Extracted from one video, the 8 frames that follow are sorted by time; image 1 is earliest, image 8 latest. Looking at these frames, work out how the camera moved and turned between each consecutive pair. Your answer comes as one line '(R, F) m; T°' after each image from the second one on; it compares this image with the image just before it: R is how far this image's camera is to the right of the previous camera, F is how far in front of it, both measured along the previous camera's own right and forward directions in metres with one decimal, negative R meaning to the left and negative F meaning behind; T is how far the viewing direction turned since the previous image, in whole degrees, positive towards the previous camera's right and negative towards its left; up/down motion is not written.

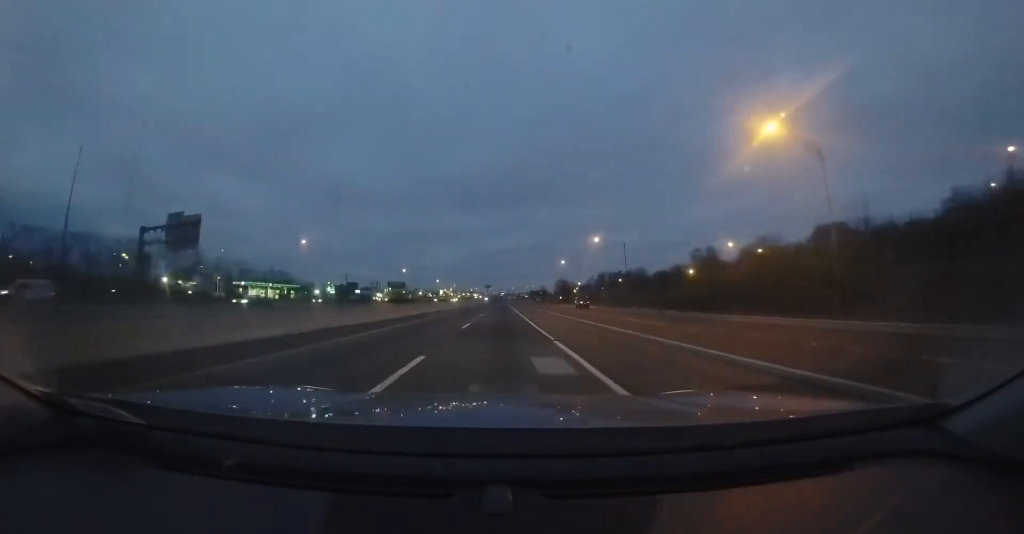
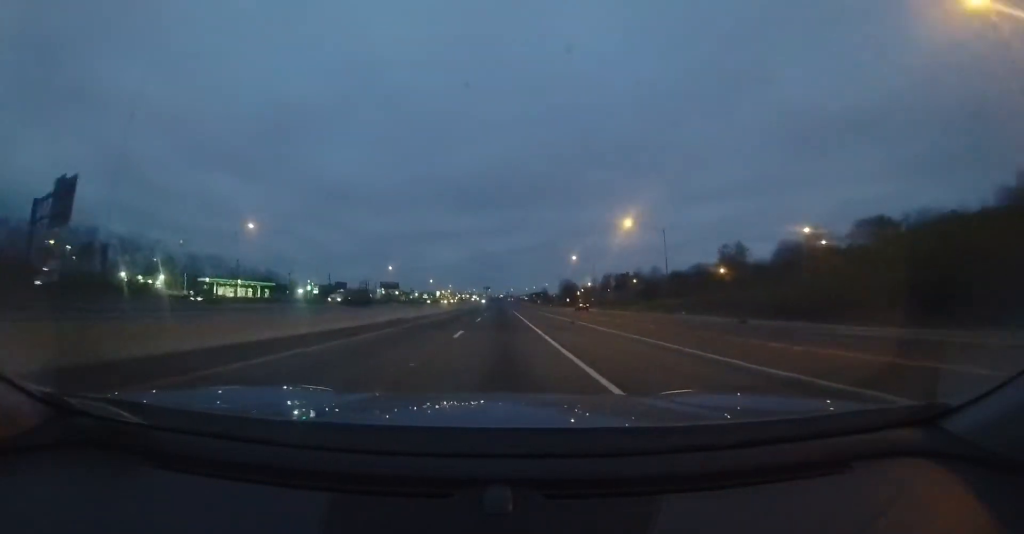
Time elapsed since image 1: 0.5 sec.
(0.0, +15.7) m; 0°
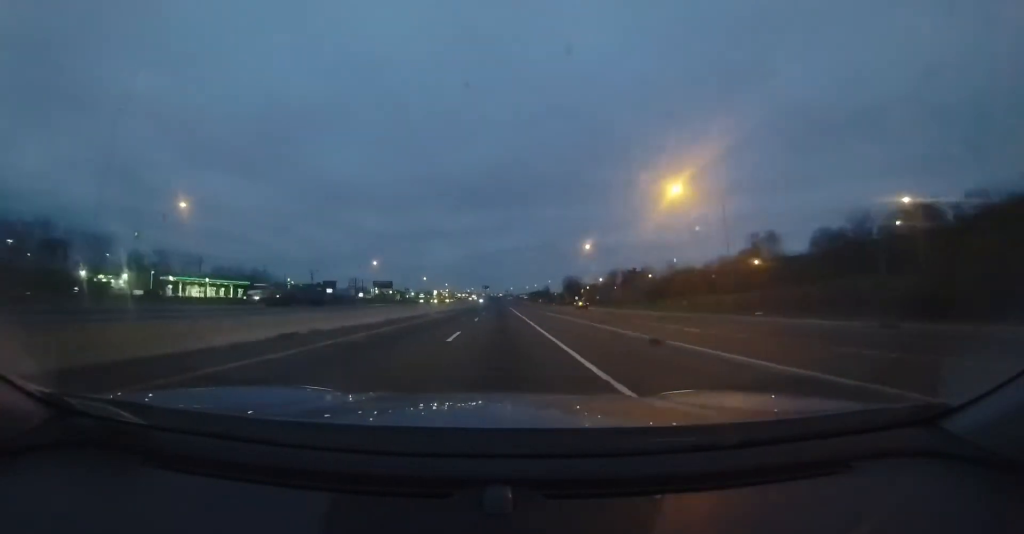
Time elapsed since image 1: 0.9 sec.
(0.0, +13.5) m; 0°
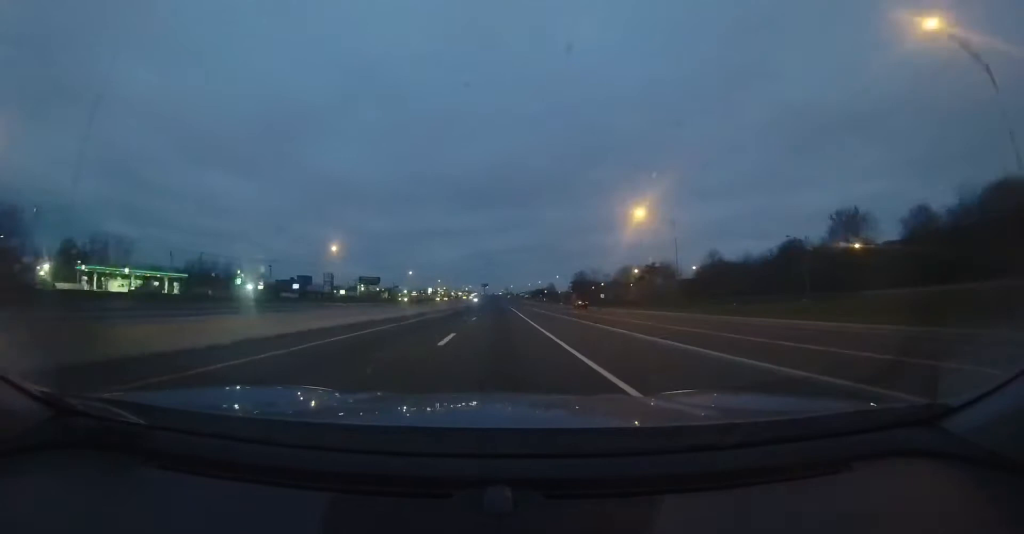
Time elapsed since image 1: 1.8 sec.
(+0.1, +26.1) m; 0°
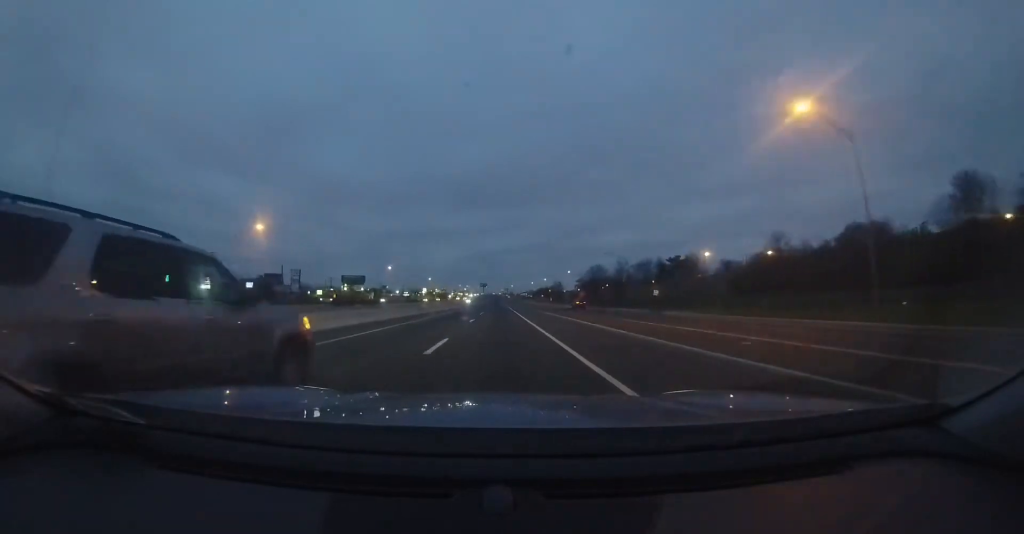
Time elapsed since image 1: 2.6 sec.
(+0.1, +26.0) m; 0°
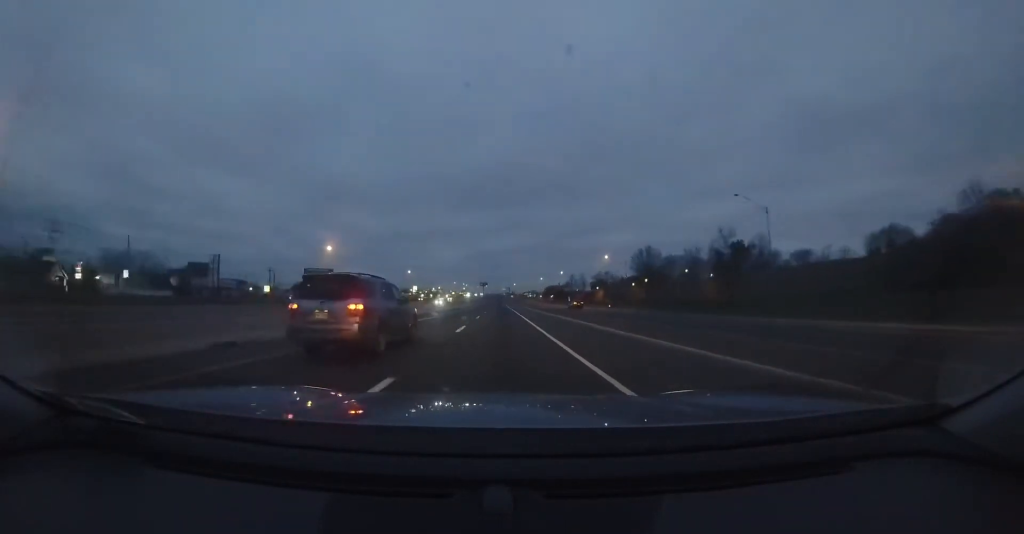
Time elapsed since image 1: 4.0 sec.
(+0.1, +43.0) m; 0°
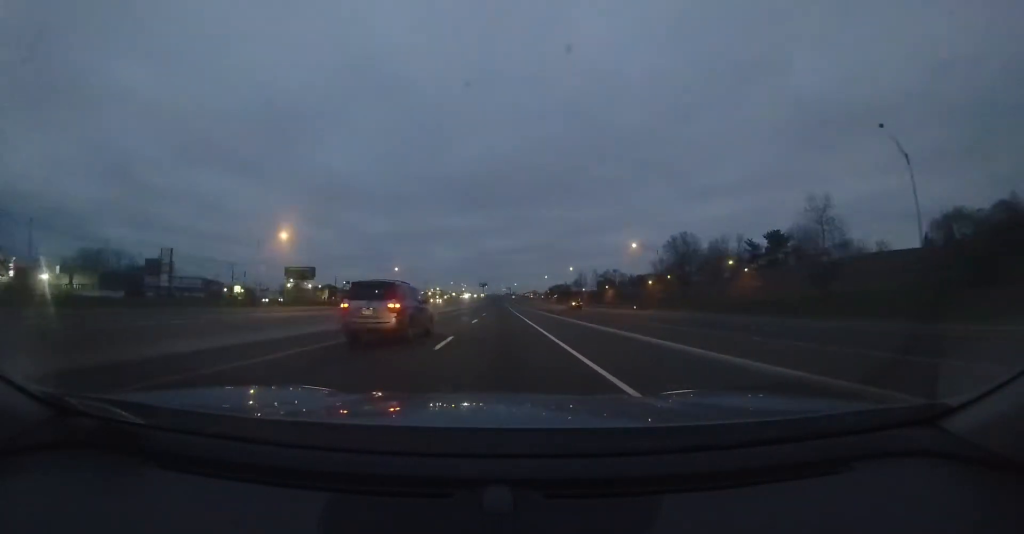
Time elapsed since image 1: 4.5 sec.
(0.0, +17.0) m; 0°
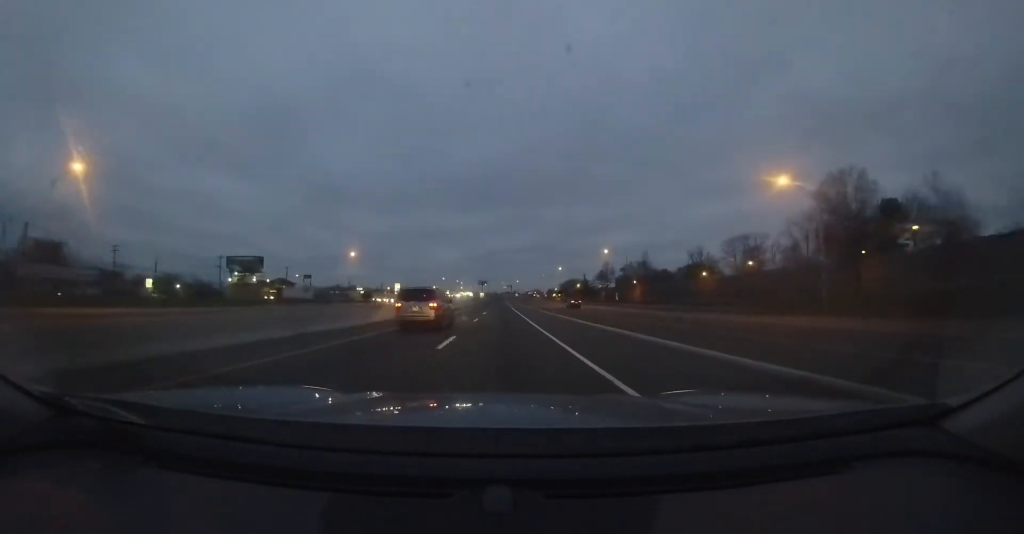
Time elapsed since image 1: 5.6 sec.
(-0.1, +37.0) m; 0°
